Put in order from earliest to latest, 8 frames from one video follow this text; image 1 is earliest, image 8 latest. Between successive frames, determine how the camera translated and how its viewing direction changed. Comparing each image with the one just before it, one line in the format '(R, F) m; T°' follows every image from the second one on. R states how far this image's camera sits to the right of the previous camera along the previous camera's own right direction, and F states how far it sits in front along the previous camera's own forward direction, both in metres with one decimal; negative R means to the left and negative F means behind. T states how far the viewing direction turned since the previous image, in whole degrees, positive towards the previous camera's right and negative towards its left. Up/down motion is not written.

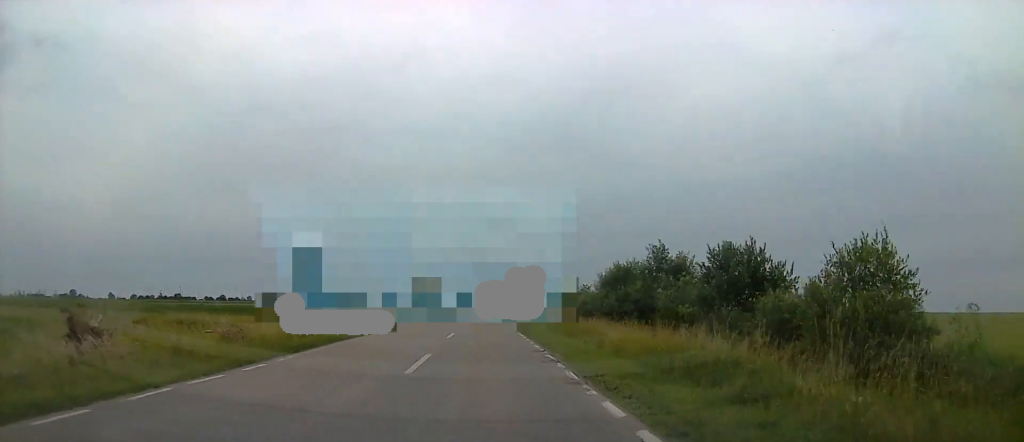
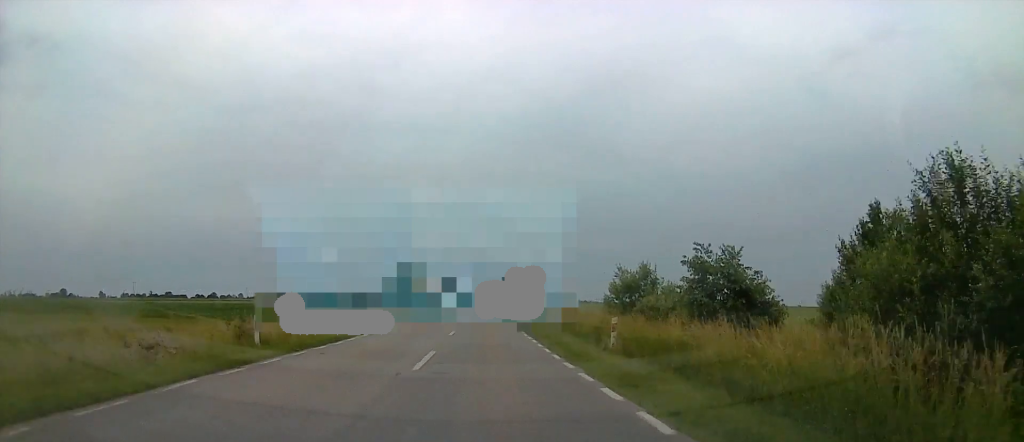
(+0.1, +35.8) m; 0°
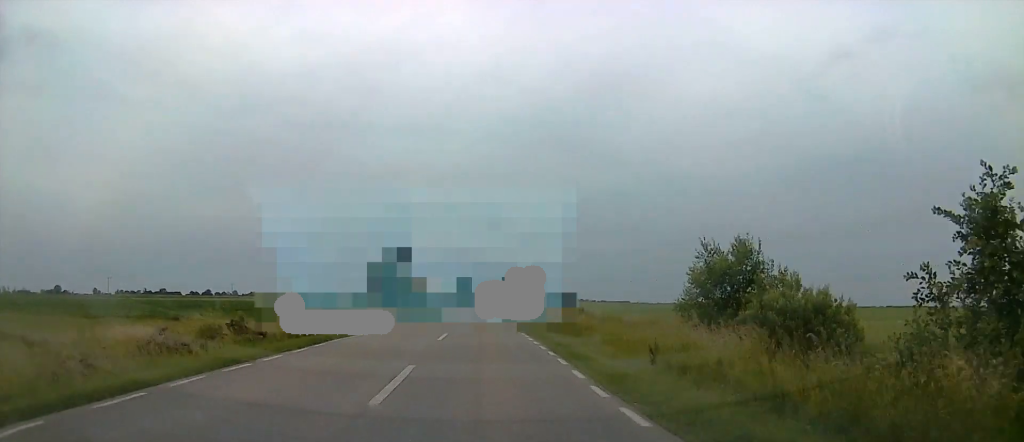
(0.0, +15.7) m; 0°
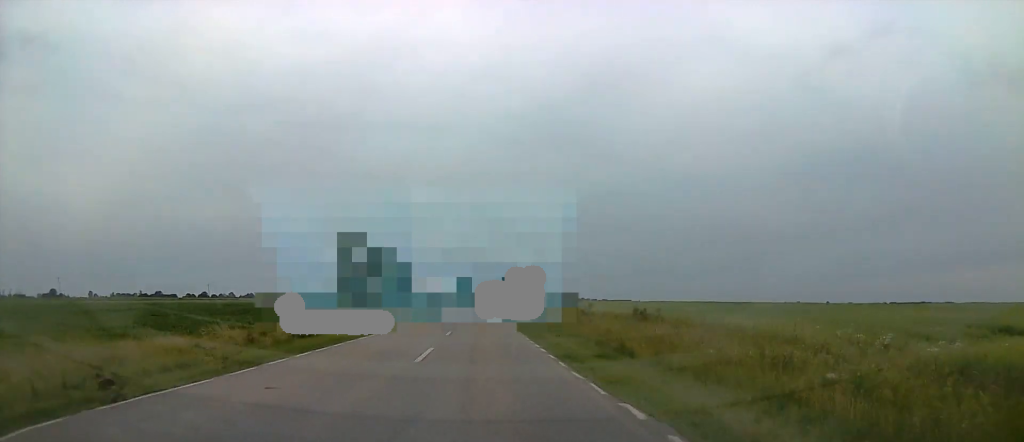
(0.0, +29.8) m; 0°
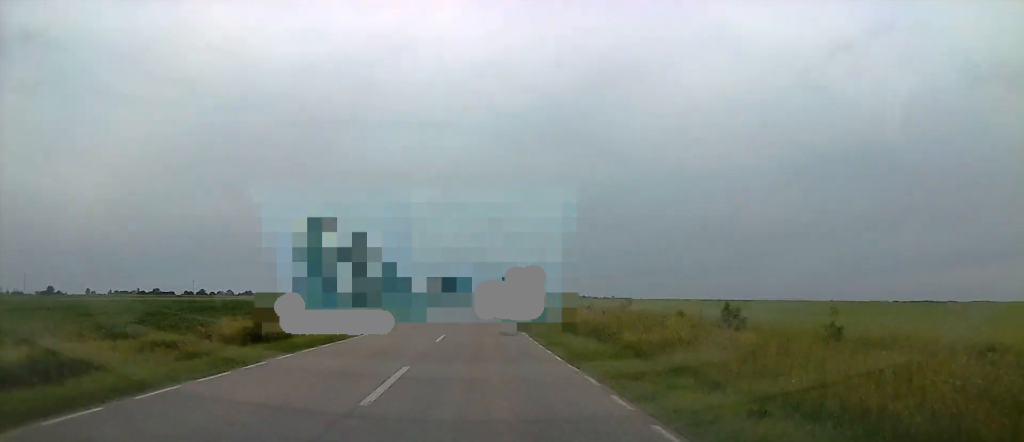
(-0.1, +17.4) m; 0°
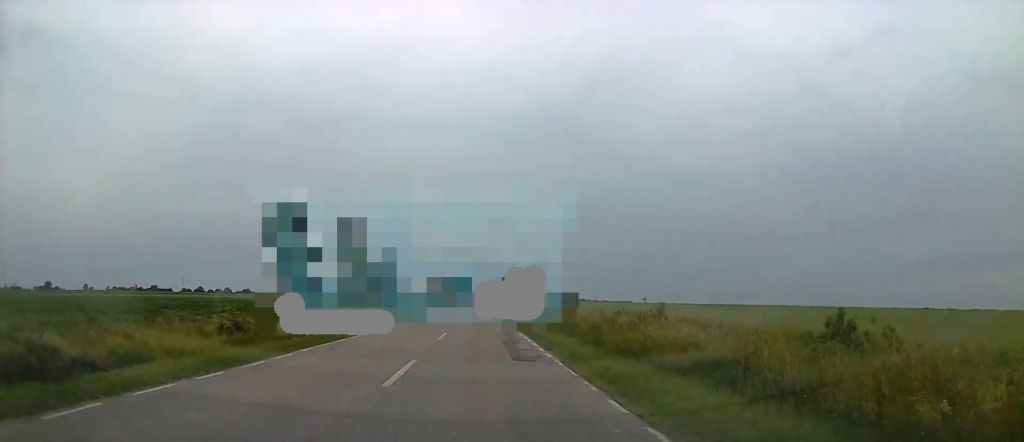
(0.0, +10.0) m; 0°
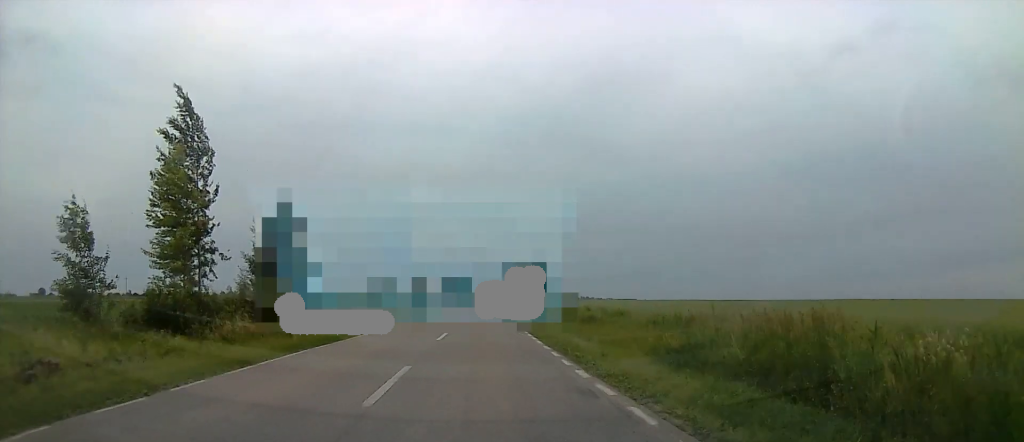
(0.0, +49.2) m; 0°
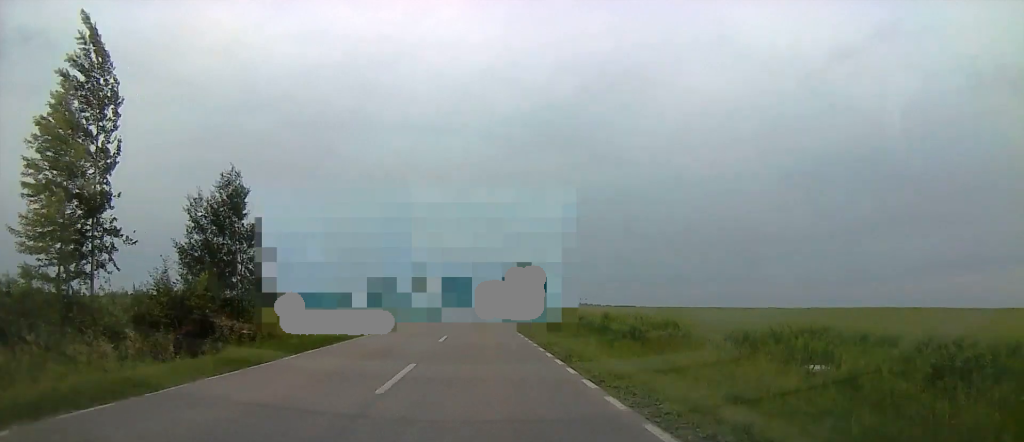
(0.0, +10.9) m; 0°
